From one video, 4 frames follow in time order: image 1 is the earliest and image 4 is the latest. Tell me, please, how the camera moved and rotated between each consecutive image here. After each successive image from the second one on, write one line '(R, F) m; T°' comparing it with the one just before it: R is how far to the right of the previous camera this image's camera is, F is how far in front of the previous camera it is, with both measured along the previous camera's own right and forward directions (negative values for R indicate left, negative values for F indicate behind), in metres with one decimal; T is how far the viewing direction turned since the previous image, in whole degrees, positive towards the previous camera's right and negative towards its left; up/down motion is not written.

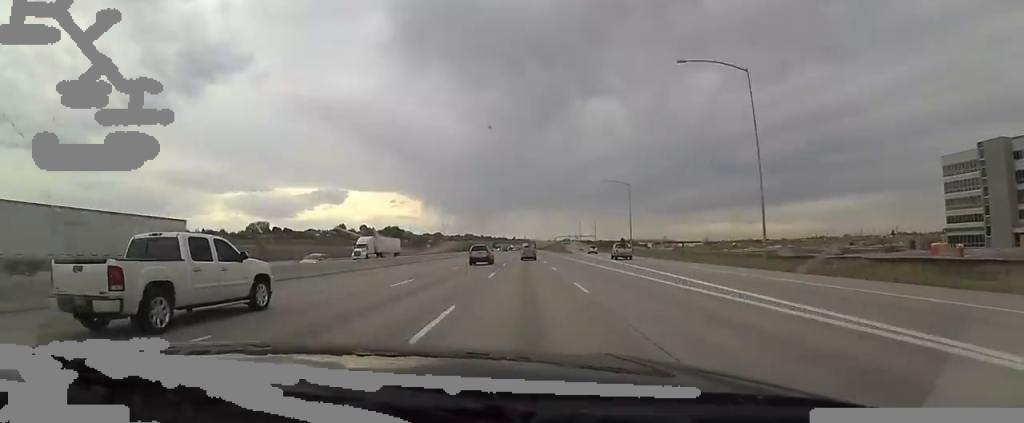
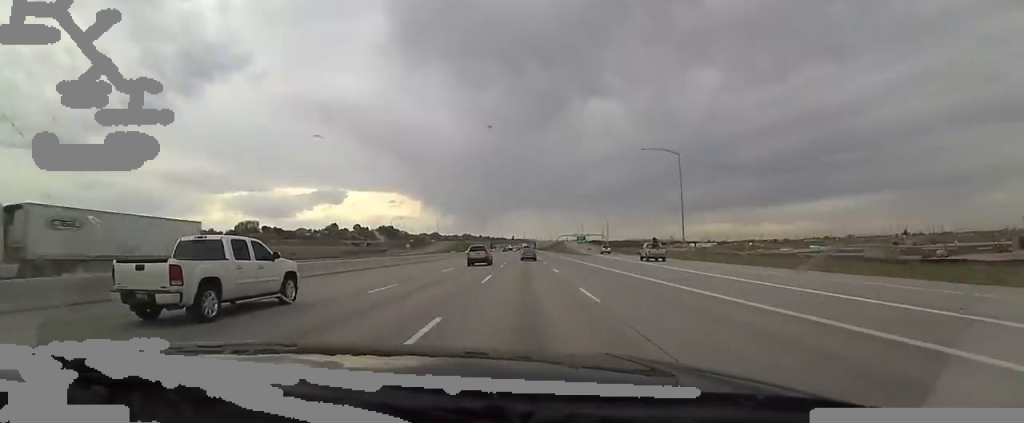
(0.0, +31.6) m; 0°
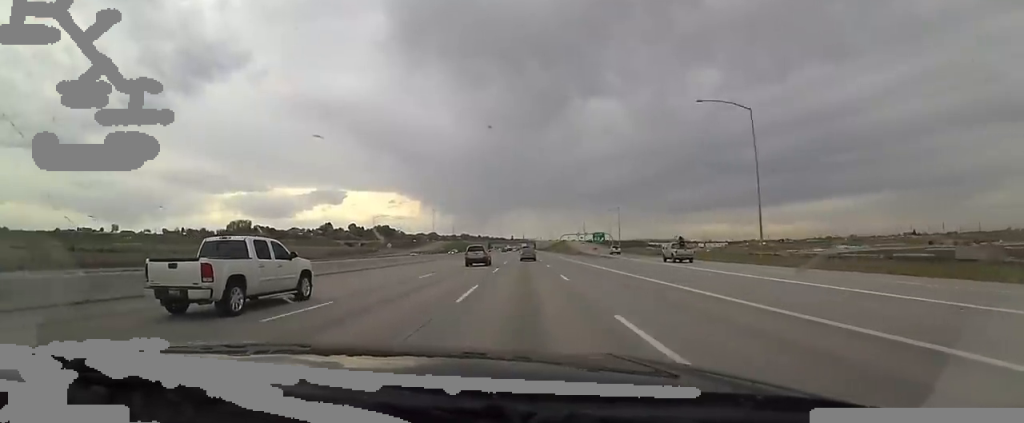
(0.0, +21.5) m; +2°
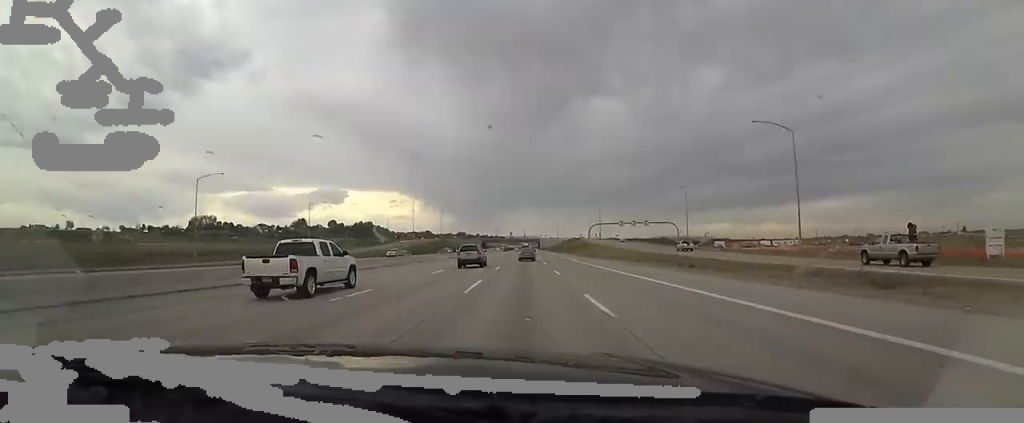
(-2.7, +100.8) m; -2°
